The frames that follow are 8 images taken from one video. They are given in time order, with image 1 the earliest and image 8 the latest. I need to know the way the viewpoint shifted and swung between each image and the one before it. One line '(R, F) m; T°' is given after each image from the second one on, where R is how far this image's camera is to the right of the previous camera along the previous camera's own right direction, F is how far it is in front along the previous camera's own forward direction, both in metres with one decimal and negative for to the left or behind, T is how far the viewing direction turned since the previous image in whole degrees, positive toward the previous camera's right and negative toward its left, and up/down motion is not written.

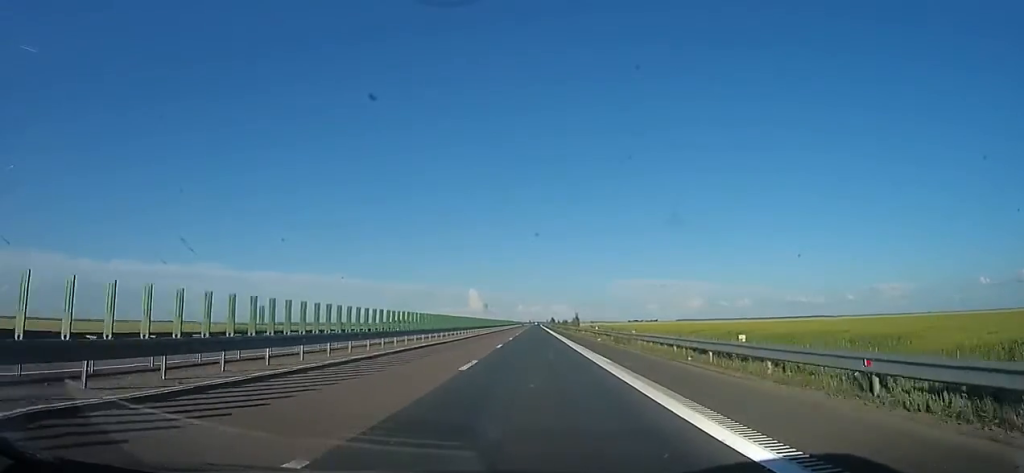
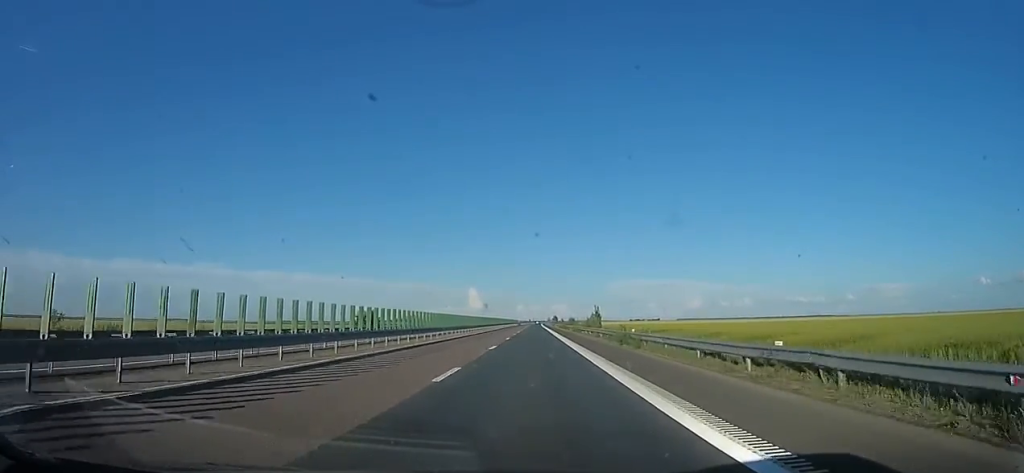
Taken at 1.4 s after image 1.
(0.0, +51.1) m; -1°
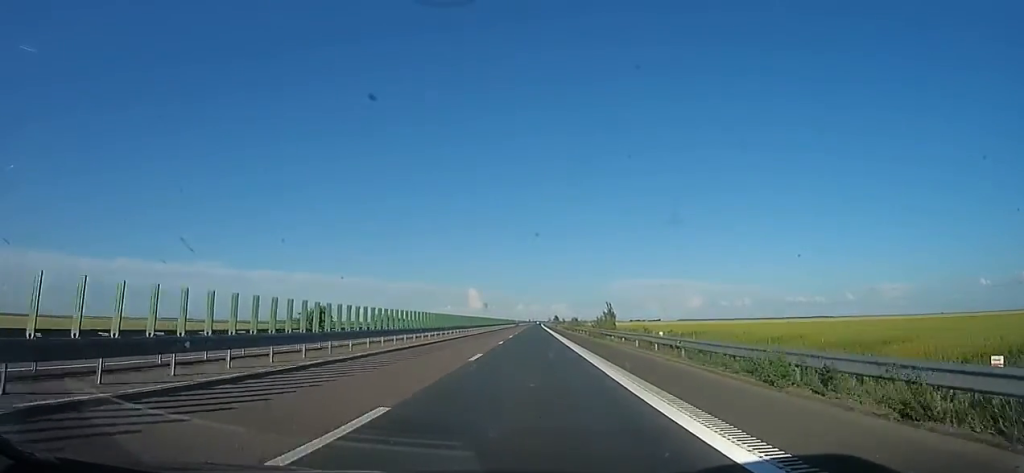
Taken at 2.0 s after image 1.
(+0.3, +18.4) m; -1°
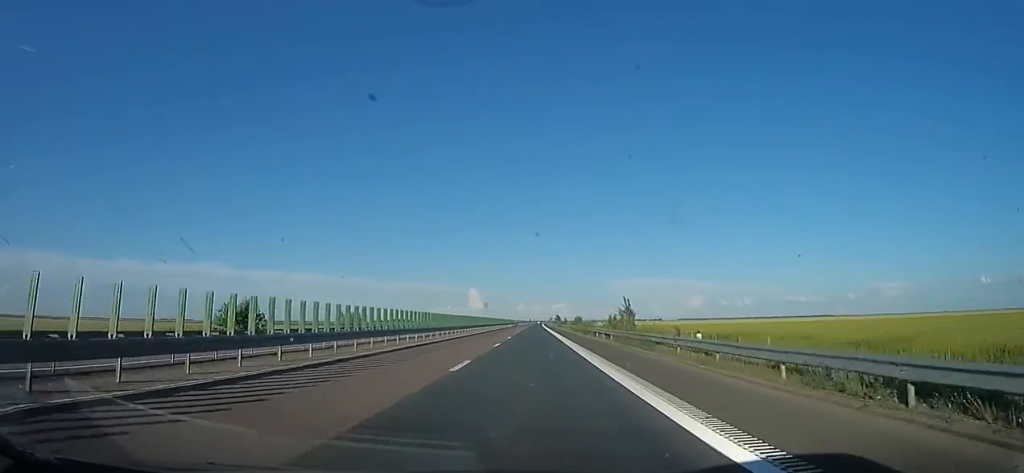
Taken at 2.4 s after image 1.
(-0.6, +15.4) m; 0°
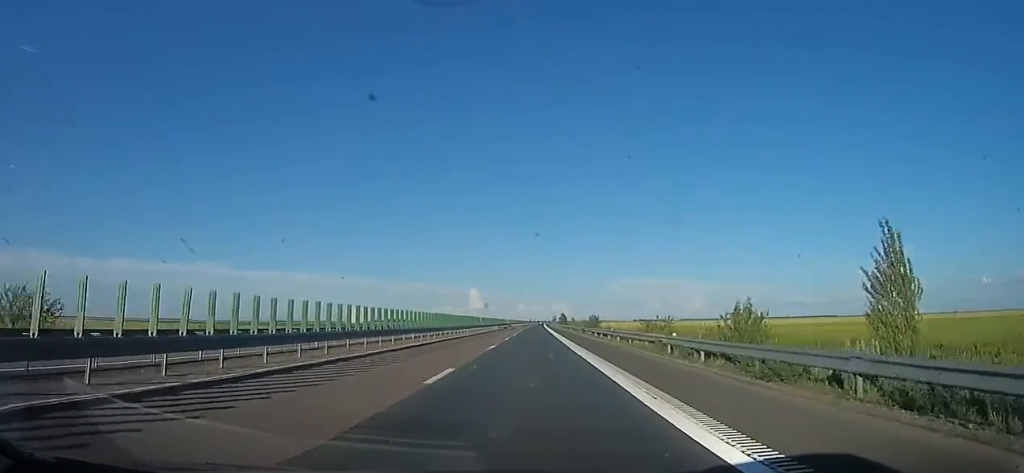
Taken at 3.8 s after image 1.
(+0.3, +50.1) m; +2°
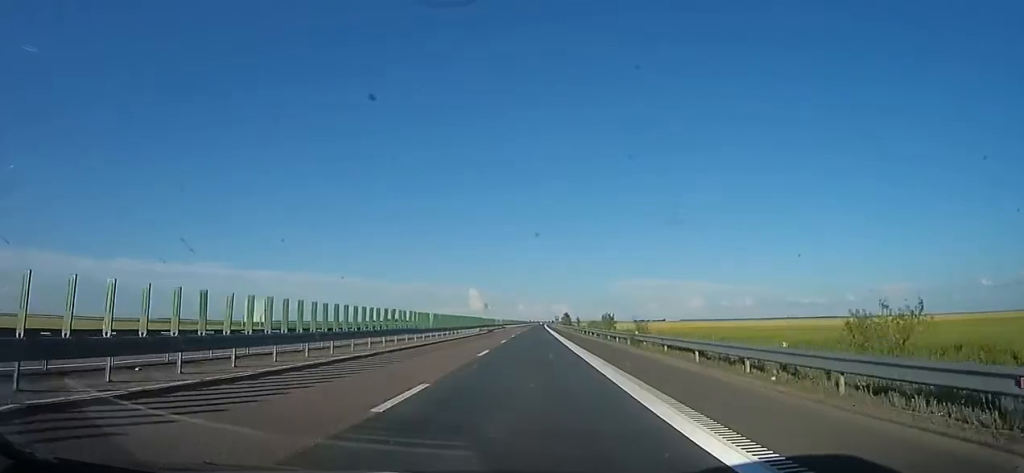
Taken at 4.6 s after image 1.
(+0.3, +27.8) m; +1°
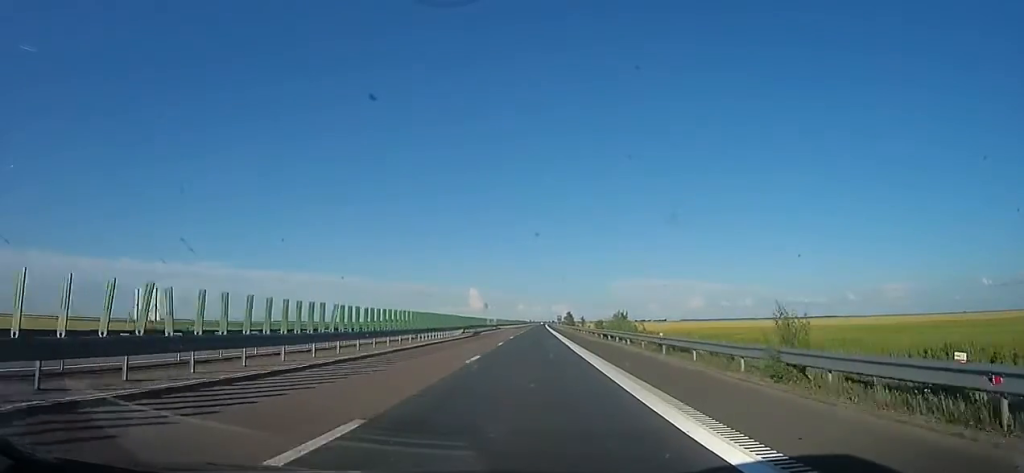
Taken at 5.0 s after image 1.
(0.0, +15.4) m; 0°
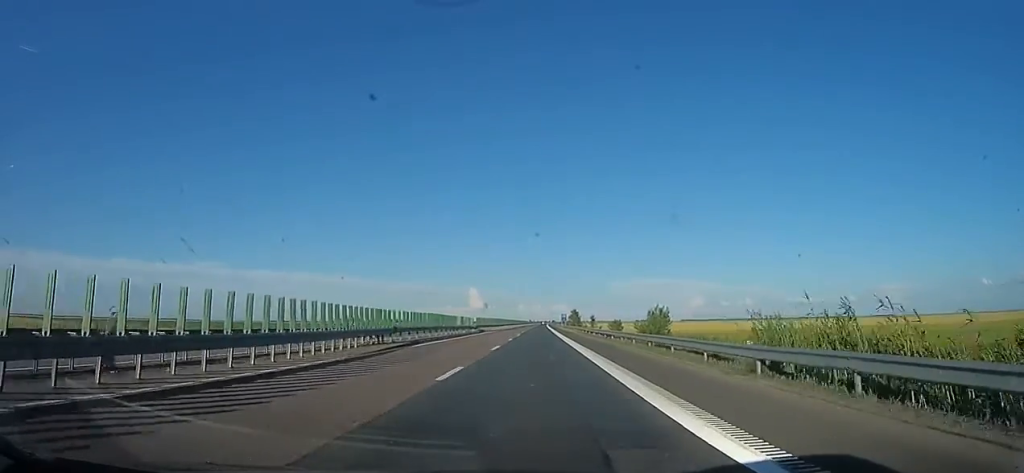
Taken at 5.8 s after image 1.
(0.0, +28.5) m; 0°
